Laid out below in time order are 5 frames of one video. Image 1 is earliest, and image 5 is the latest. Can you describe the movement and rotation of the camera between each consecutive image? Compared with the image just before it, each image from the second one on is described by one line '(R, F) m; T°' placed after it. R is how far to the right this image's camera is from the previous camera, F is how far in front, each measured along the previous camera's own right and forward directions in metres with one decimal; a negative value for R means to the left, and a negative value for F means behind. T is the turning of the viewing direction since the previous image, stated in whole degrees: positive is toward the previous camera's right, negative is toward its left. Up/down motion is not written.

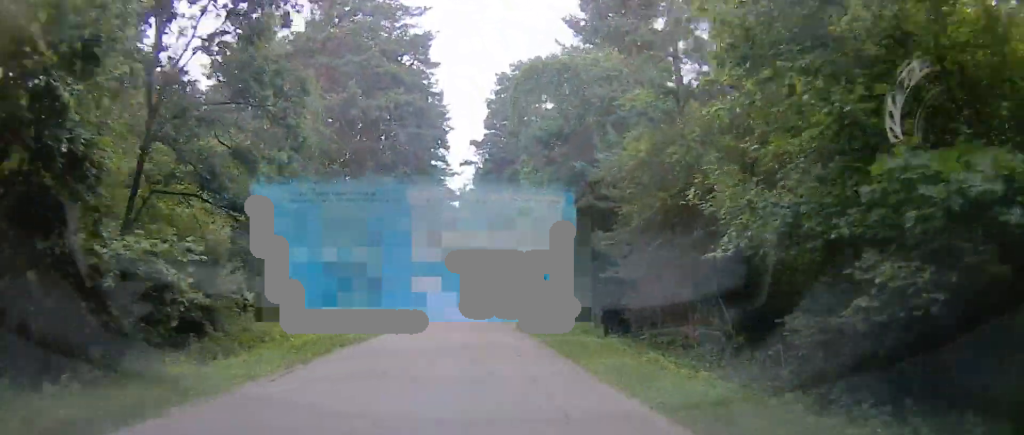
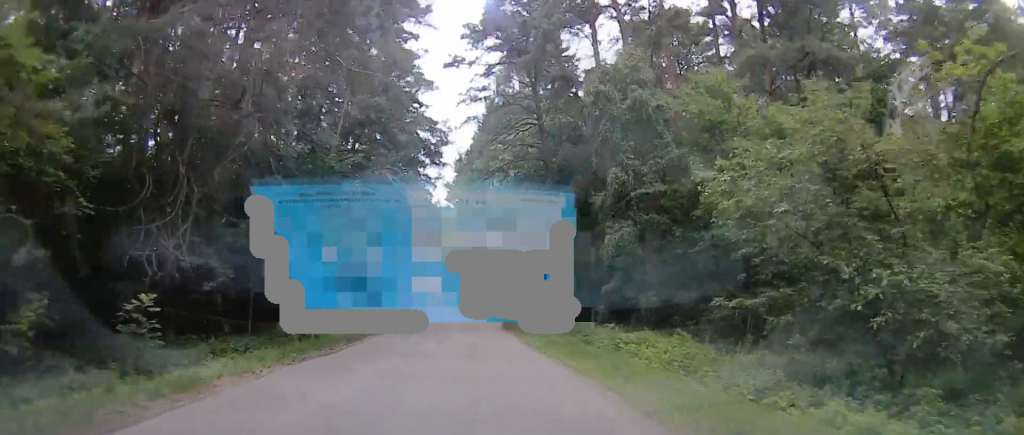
(-1.2, +30.9) m; -2°
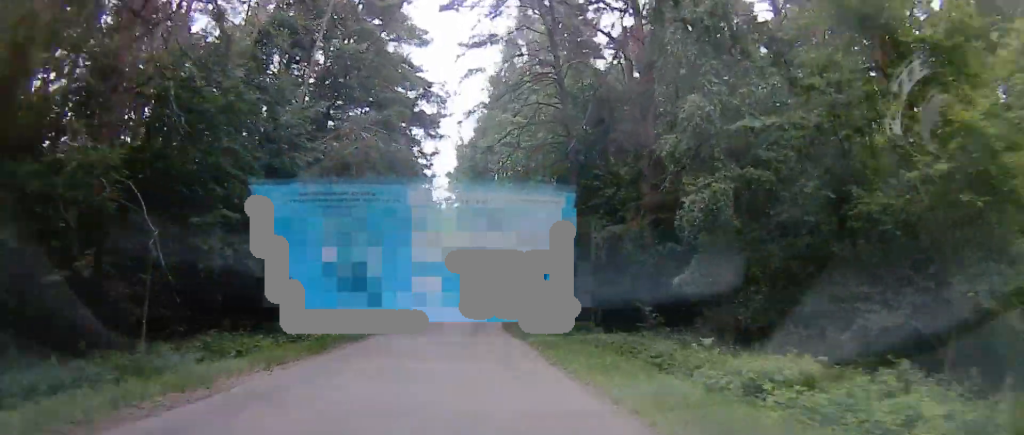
(0.0, +8.4) m; +2°
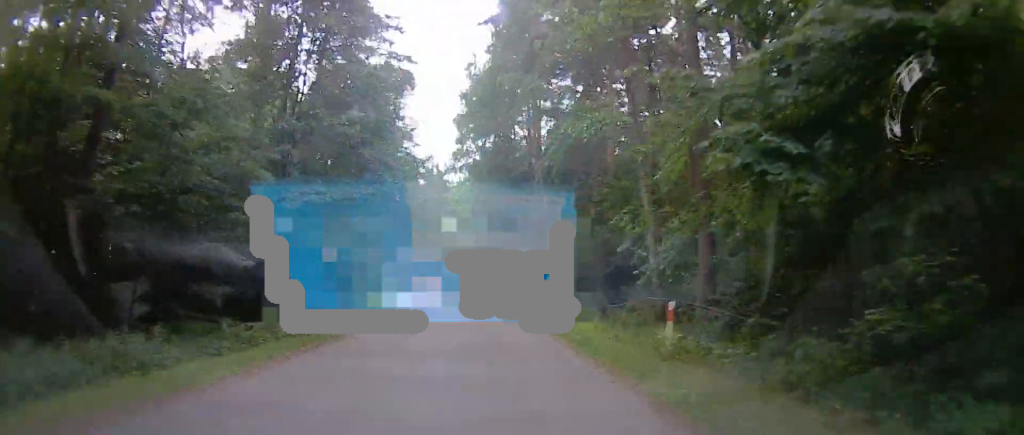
(+1.6, +27.7) m; -4°
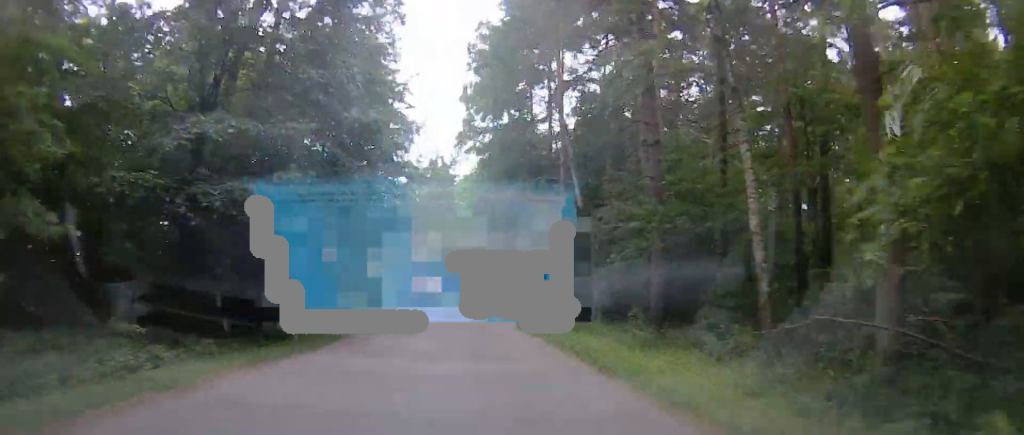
(-1.1, +9.9) m; -4°
